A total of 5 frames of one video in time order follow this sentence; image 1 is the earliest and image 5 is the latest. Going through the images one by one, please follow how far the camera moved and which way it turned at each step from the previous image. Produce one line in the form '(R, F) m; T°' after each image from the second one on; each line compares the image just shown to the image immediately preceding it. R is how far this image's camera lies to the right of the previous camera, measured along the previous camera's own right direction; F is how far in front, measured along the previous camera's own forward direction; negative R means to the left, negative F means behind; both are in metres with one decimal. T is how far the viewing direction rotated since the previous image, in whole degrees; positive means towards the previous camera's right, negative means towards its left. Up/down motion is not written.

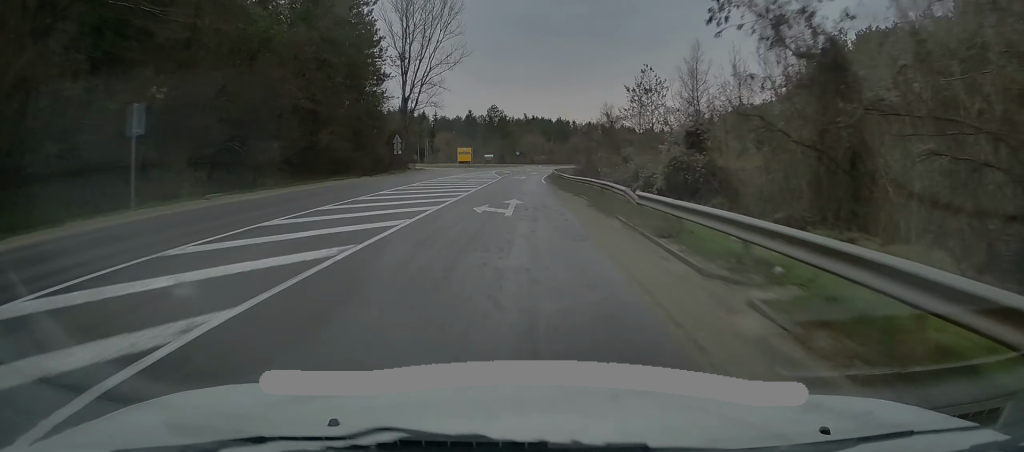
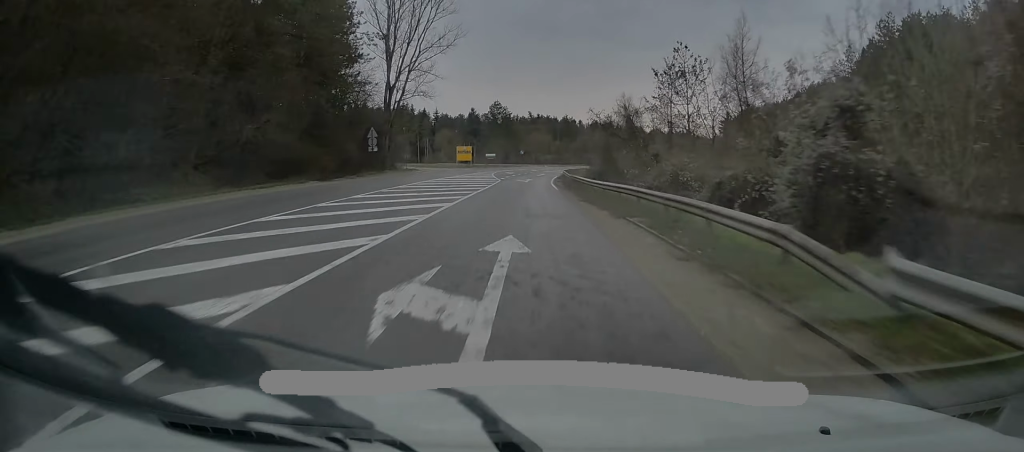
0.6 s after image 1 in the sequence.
(-0.3, +11.8) m; 0°
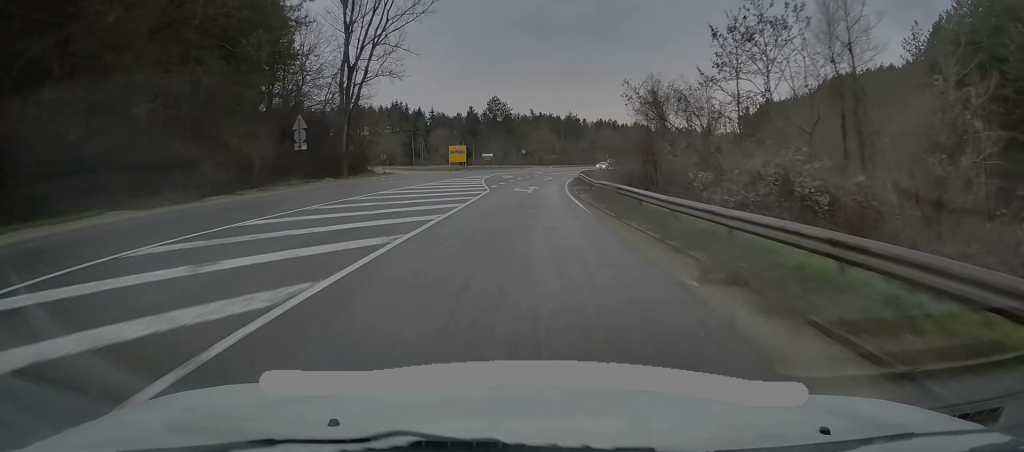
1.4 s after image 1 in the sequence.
(-0.1, +16.5) m; 0°
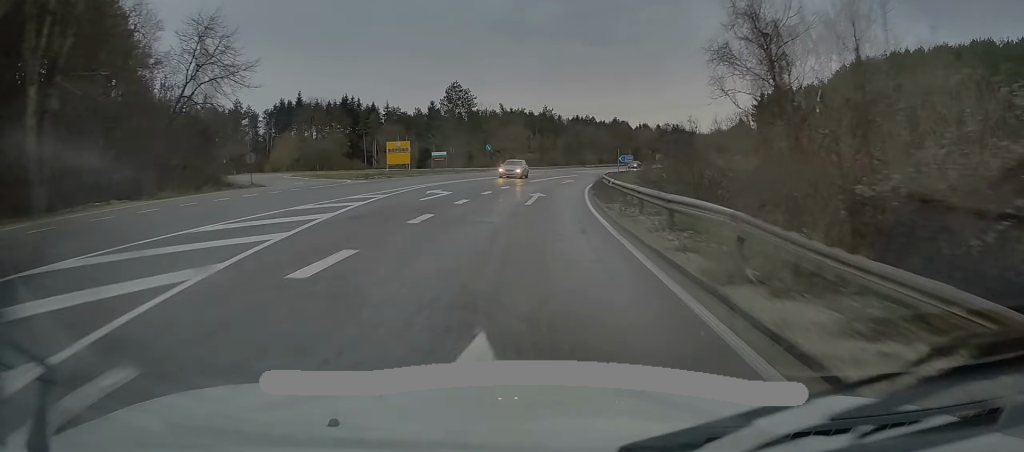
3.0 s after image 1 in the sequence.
(-0.1, +32.8) m; 0°
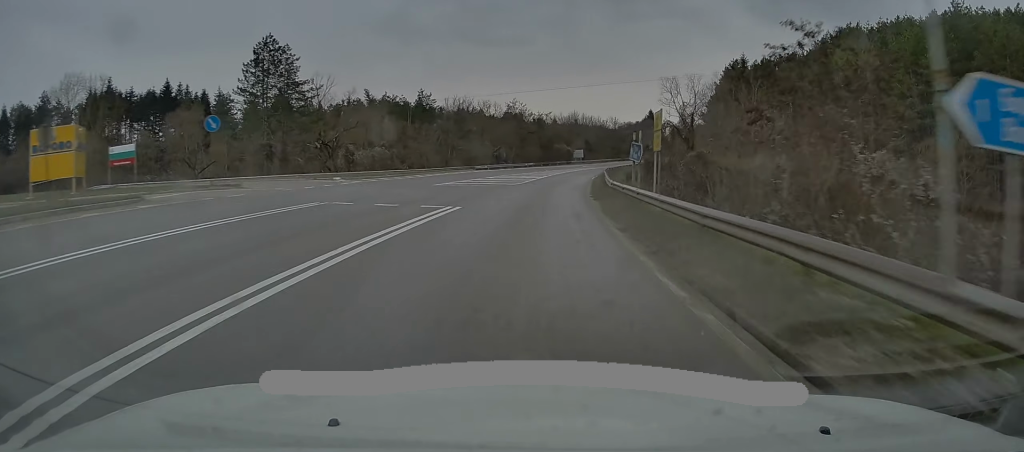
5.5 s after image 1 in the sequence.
(+4.7, +52.0) m; +10°
